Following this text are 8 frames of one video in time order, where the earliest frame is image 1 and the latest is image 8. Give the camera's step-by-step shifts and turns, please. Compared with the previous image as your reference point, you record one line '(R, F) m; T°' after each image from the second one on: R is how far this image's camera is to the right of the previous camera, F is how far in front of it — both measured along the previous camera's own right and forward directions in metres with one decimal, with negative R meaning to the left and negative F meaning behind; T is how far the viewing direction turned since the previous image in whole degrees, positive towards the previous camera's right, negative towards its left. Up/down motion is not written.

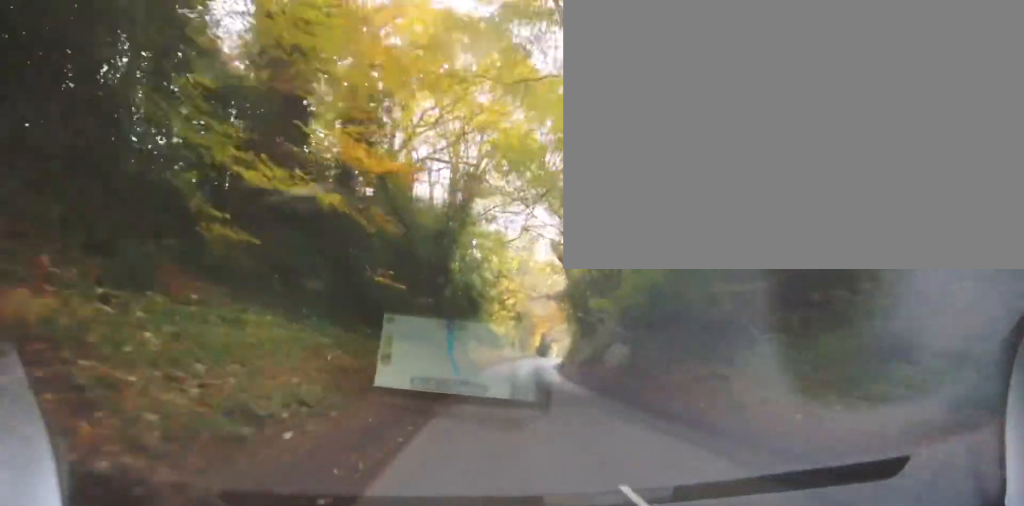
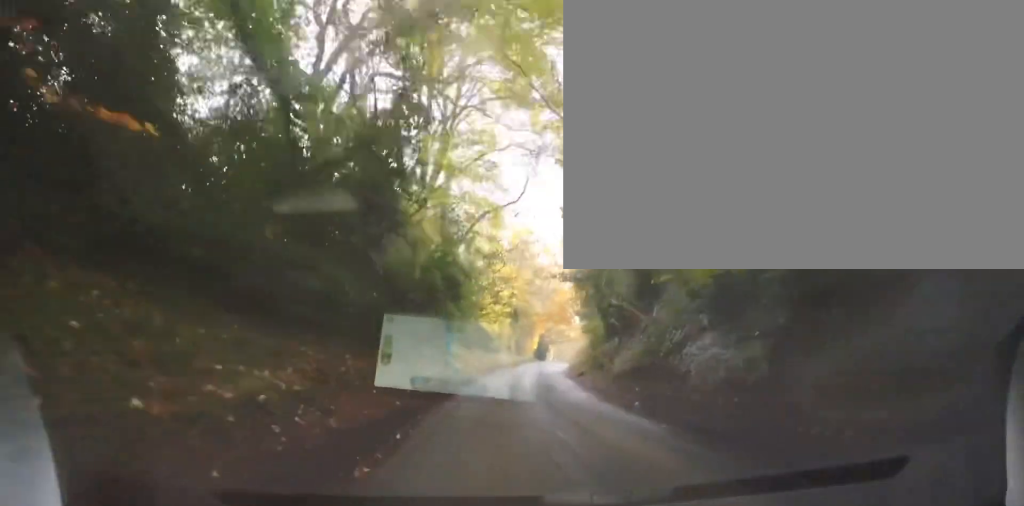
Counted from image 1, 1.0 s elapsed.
(-0.8, +10.6) m; -3°
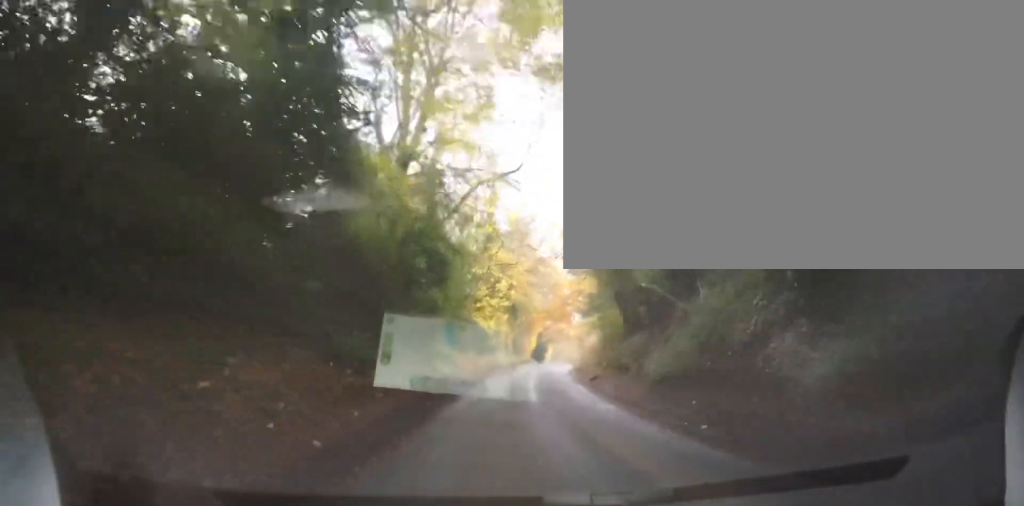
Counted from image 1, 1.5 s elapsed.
(-0.5, +5.1) m; +1°
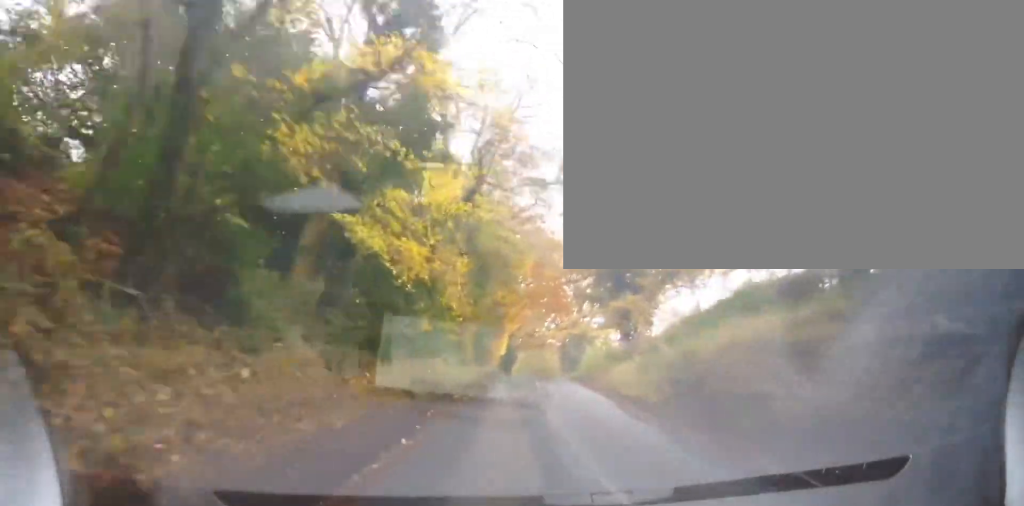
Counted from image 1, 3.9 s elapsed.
(+2.6, +25.3) m; +14°
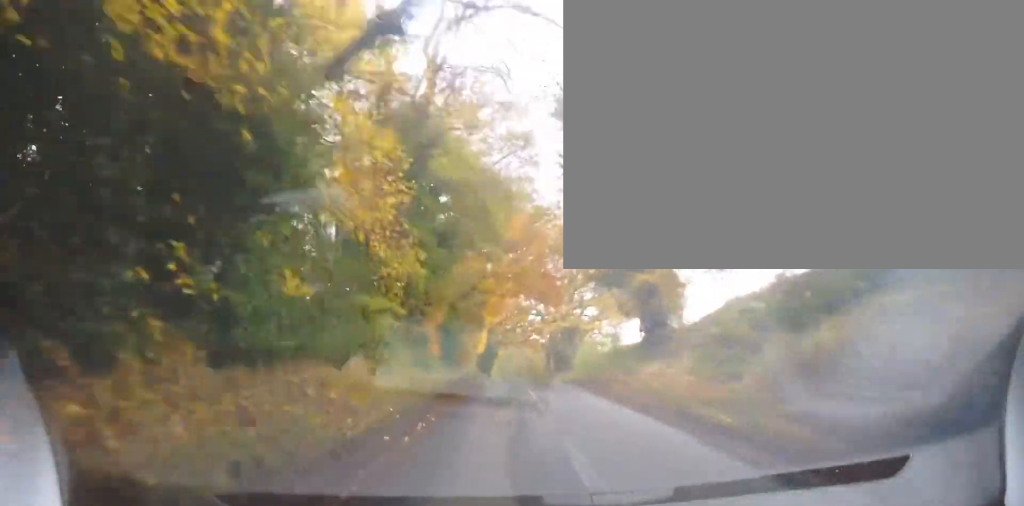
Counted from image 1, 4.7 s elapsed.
(+0.7, +8.1) m; +5°
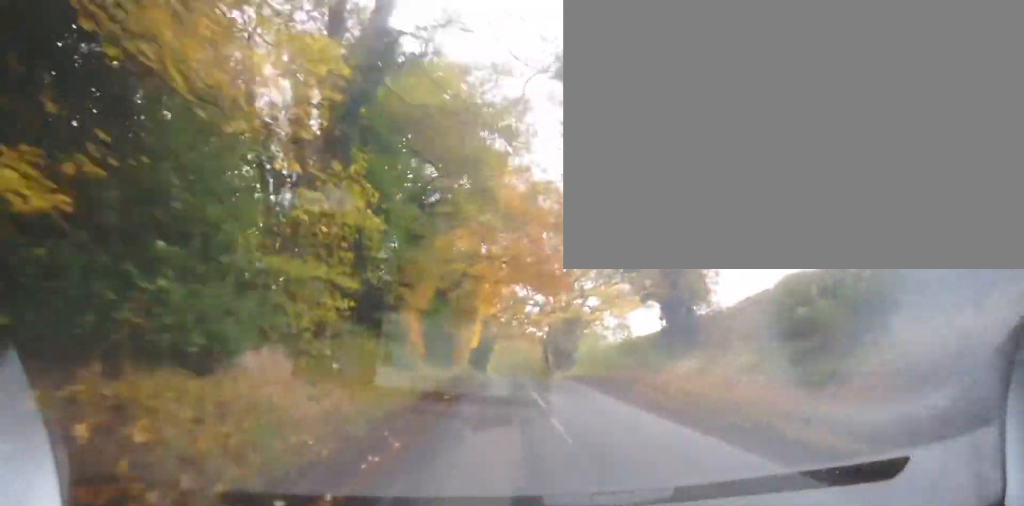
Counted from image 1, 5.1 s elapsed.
(+0.4, +4.5) m; -2°
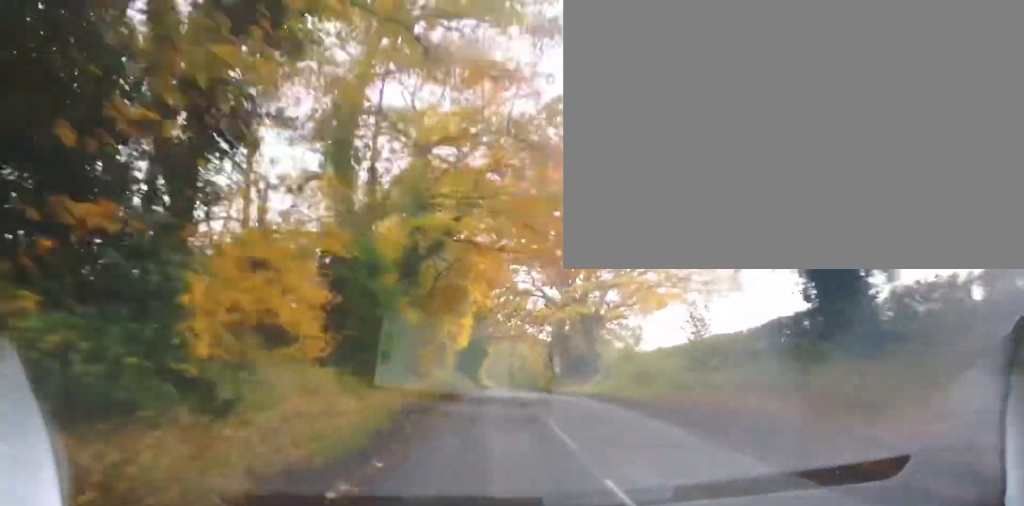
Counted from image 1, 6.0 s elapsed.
(-0.8, +11.0) m; -5°
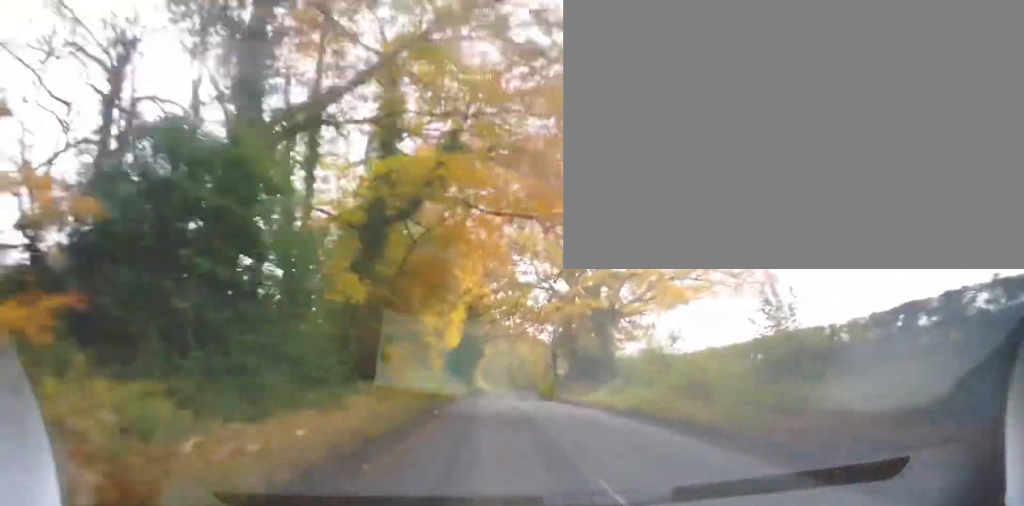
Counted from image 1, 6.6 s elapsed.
(-0.5, +6.2) m; -2°
